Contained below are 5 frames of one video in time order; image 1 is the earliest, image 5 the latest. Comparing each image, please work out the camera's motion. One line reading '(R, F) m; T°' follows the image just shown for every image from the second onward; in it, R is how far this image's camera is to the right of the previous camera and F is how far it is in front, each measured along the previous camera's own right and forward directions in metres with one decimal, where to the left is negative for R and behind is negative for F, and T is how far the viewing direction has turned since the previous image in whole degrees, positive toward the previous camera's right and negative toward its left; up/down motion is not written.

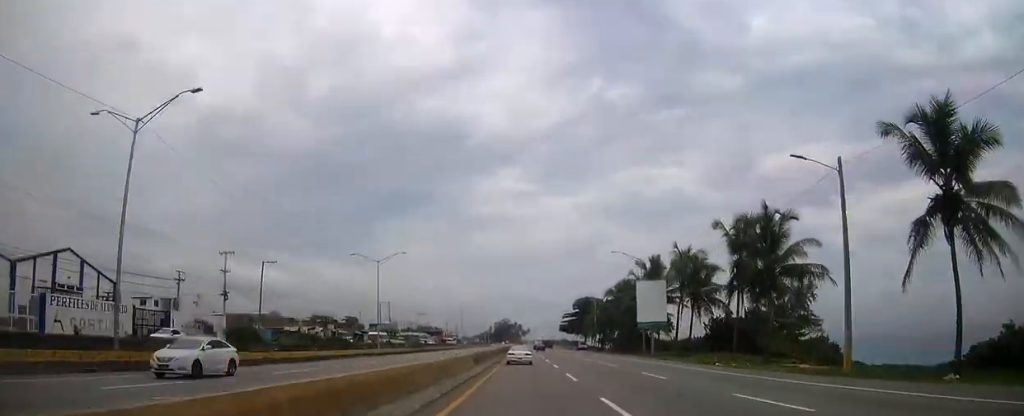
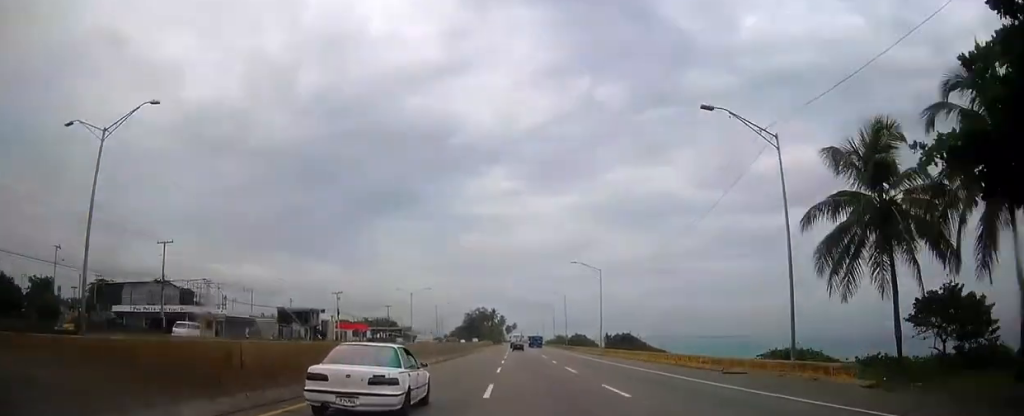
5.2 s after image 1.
(+1.5, +147.1) m; +1°
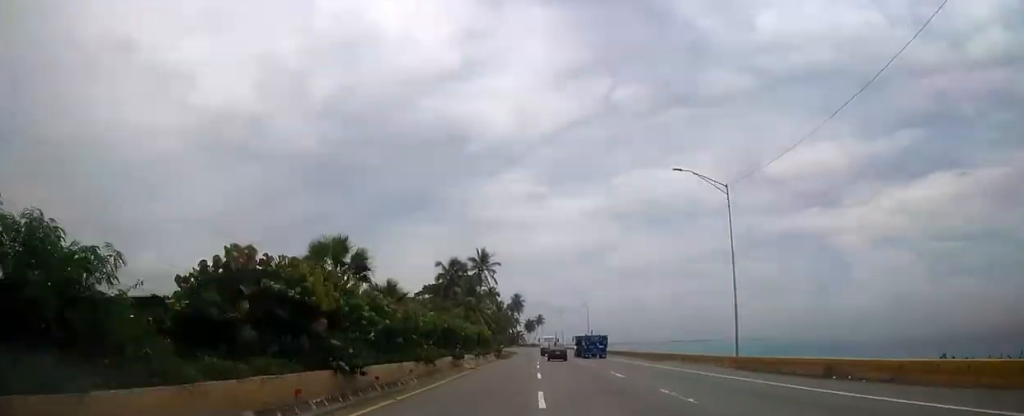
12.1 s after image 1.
(-3.4, +189.5) m; -2°
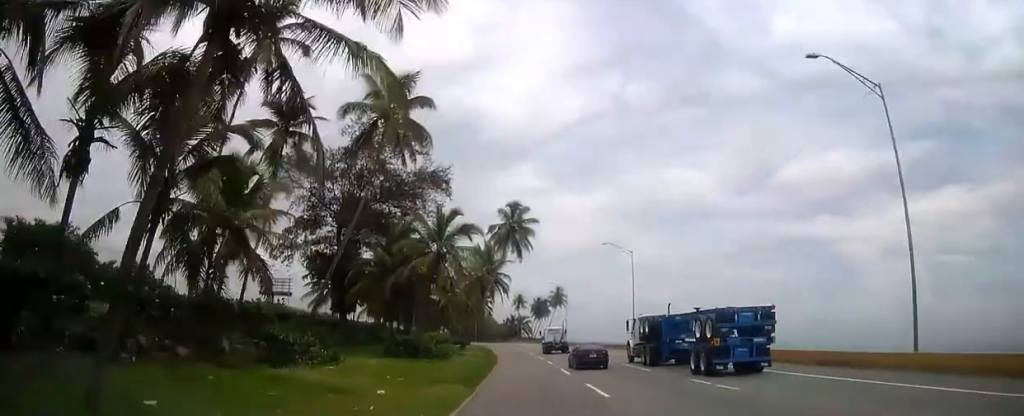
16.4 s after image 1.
(-0.5, +117.1) m; -2°
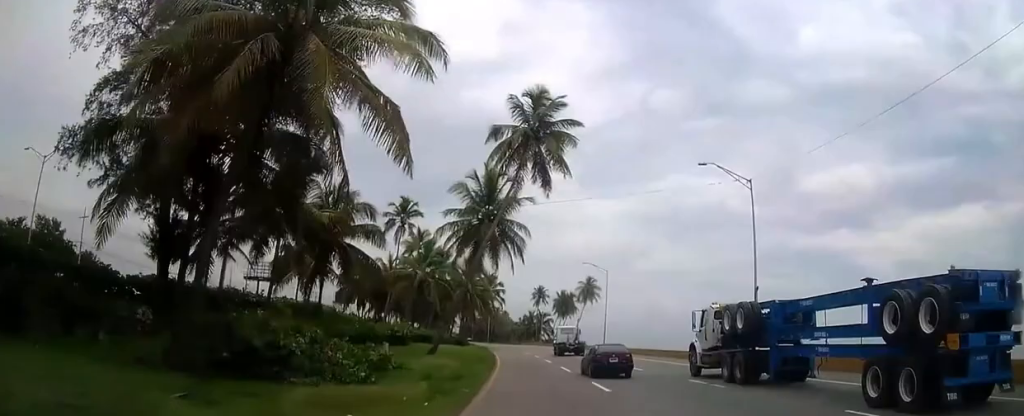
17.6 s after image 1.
(-0.2, +33.2) m; -1°
